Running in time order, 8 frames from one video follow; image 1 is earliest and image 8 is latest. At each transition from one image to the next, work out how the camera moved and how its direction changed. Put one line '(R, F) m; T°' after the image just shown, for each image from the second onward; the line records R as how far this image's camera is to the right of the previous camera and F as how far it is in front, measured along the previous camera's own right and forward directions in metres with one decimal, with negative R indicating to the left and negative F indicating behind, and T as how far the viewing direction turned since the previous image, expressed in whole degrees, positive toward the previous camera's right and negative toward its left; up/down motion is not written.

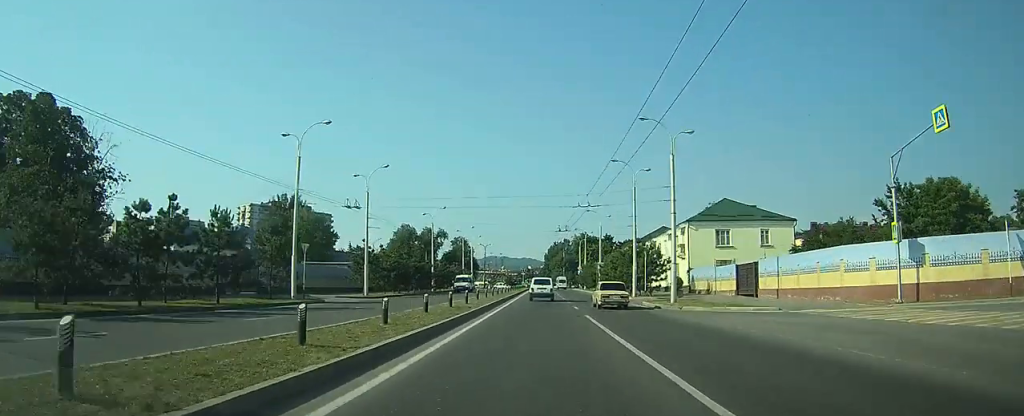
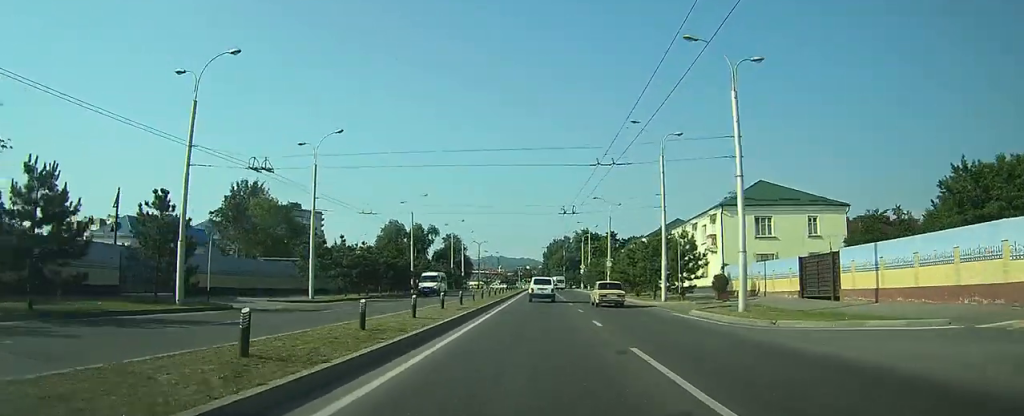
(0.0, +12.0) m; 0°
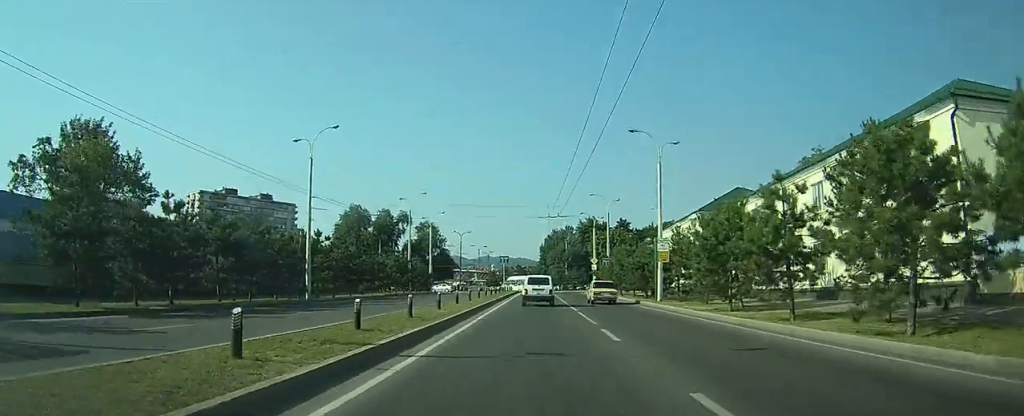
(+0.1, +30.4) m; 0°
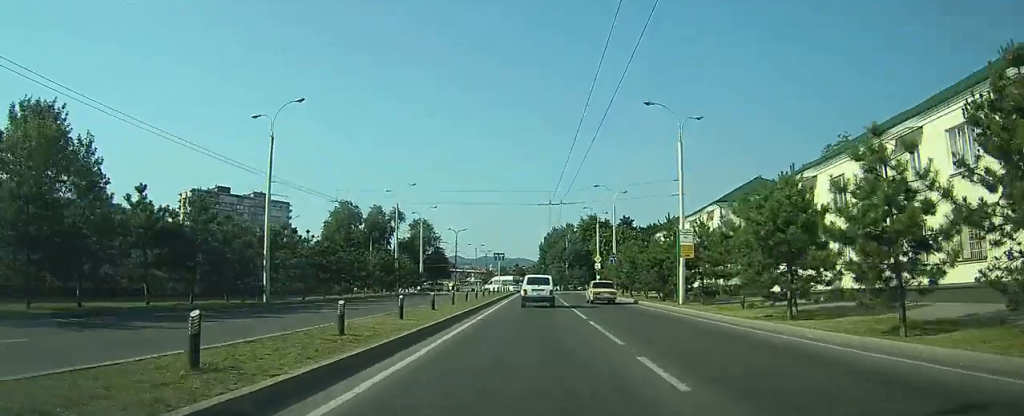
(0.0, +6.1) m; 0°
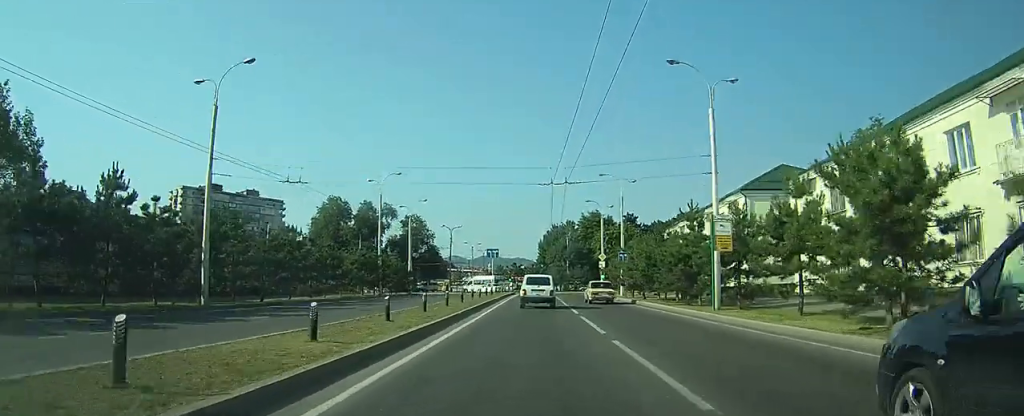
(0.0, +6.5) m; 0°
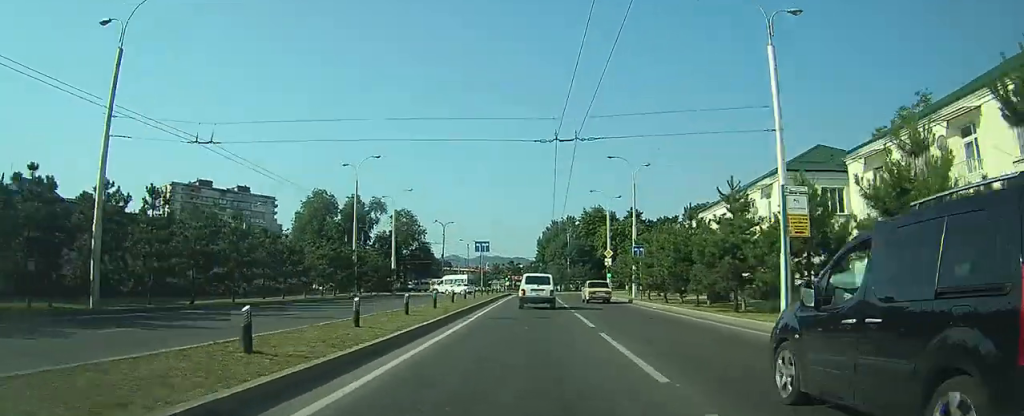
(0.0, +7.8) m; 0°
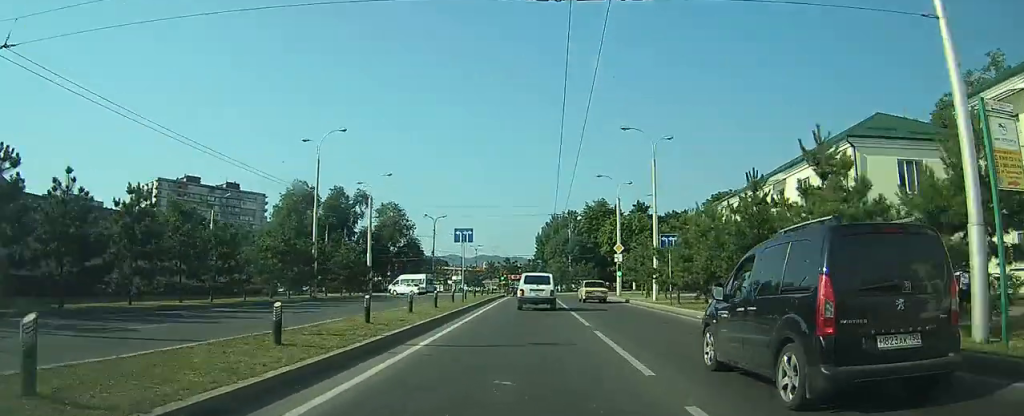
(0.0, +9.3) m; 0°
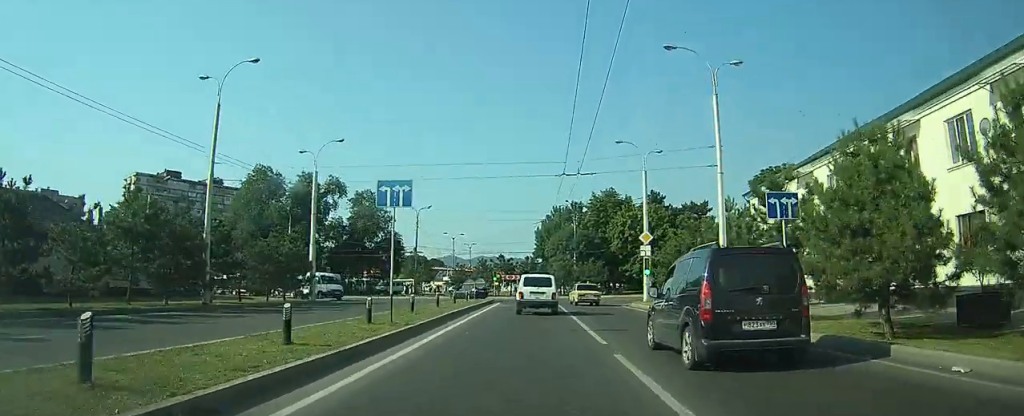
(0.0, +15.0) m; 0°
